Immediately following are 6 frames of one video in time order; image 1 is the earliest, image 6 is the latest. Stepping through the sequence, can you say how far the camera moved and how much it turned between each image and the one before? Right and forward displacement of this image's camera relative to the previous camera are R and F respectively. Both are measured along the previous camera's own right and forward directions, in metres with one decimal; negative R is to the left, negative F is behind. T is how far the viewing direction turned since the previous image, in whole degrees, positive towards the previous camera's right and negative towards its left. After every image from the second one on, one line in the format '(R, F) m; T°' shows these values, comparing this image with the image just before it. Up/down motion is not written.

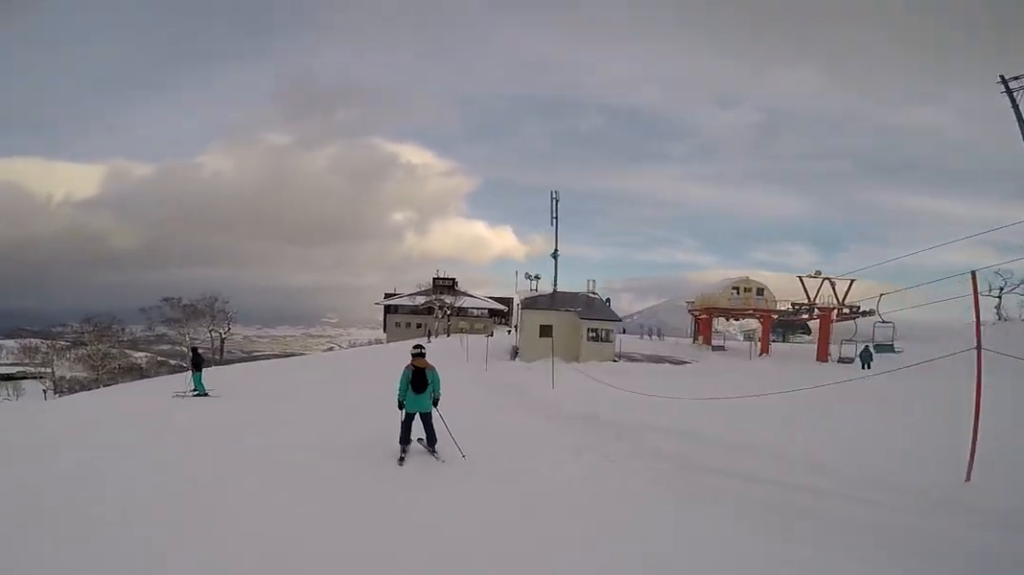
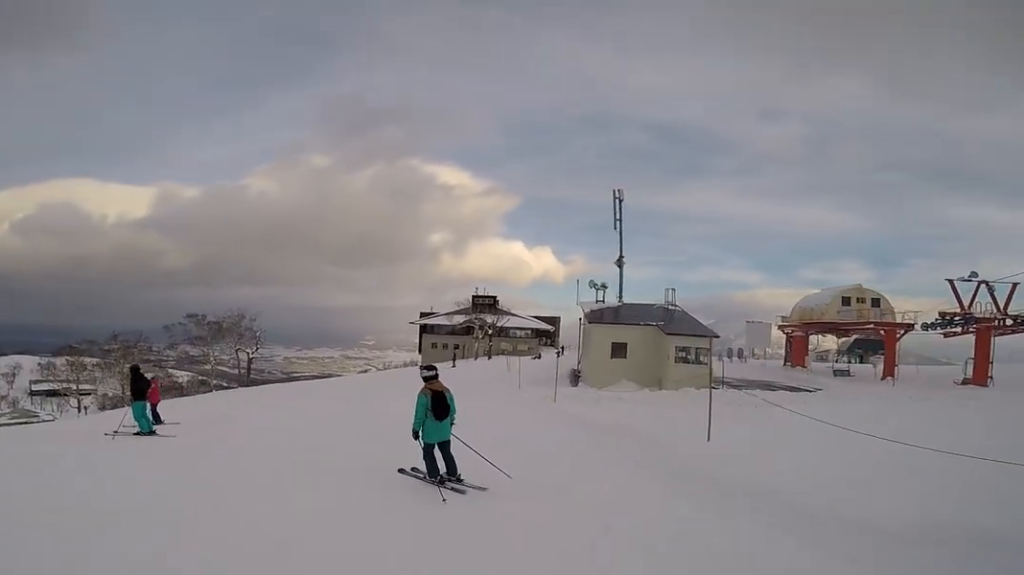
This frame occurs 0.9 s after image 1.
(+0.5, +4.9) m; +2°
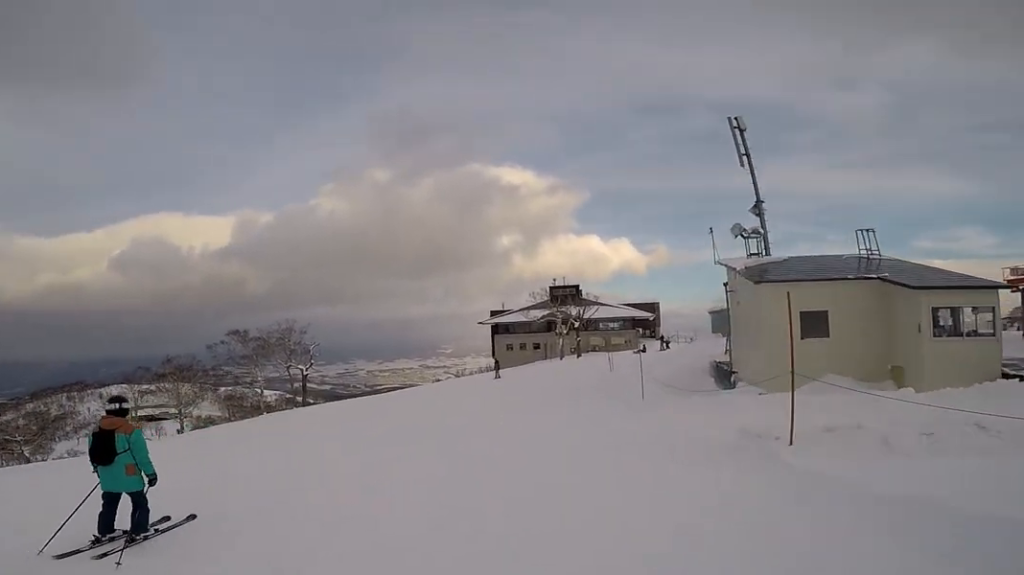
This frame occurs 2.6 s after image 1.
(-0.5, +8.7) m; -6°
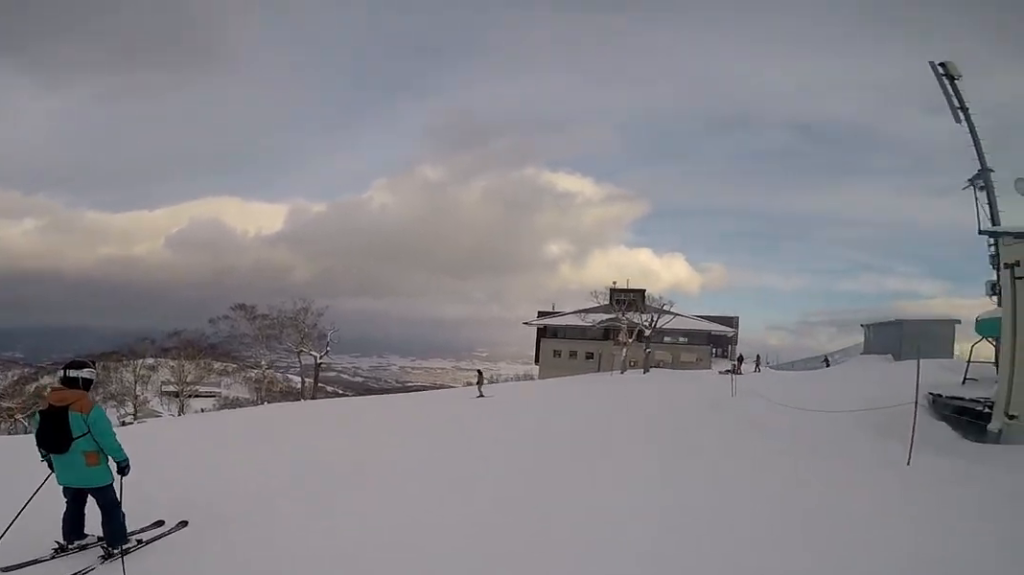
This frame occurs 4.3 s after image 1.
(-0.7, +7.7) m; -12°
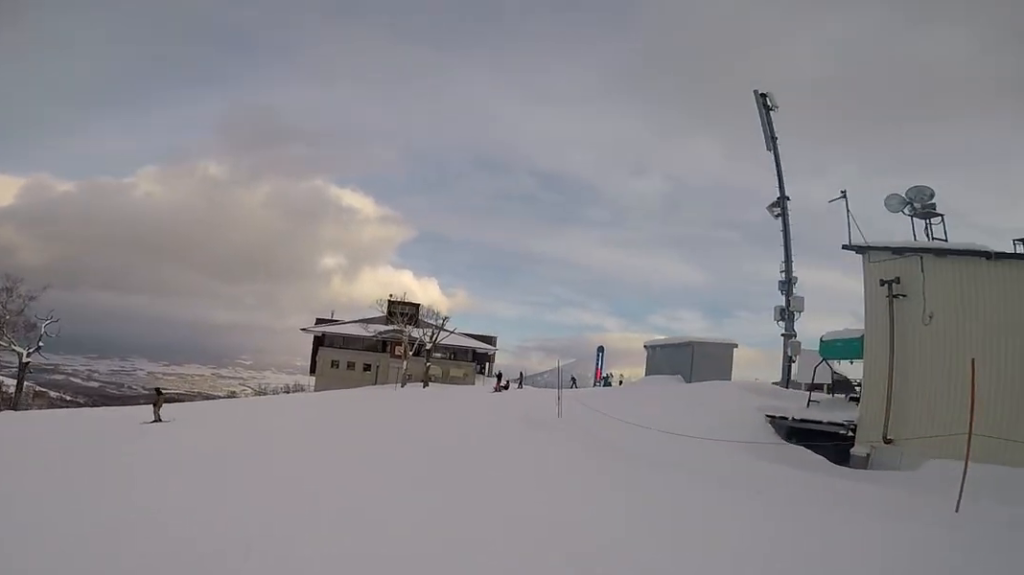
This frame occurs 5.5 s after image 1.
(+0.4, +4.9) m; +17°
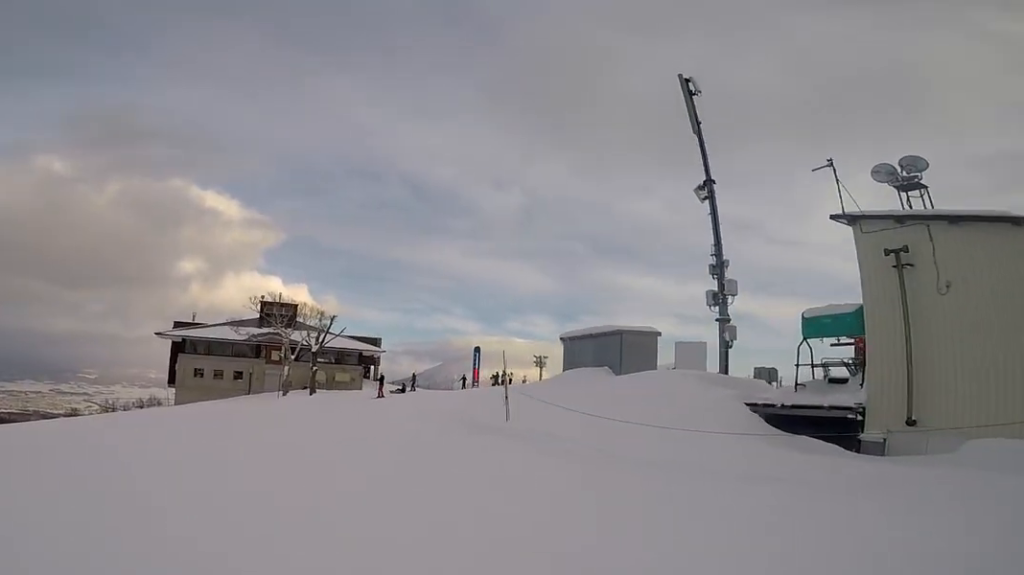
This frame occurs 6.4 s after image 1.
(+0.7, +3.4) m; +10°
